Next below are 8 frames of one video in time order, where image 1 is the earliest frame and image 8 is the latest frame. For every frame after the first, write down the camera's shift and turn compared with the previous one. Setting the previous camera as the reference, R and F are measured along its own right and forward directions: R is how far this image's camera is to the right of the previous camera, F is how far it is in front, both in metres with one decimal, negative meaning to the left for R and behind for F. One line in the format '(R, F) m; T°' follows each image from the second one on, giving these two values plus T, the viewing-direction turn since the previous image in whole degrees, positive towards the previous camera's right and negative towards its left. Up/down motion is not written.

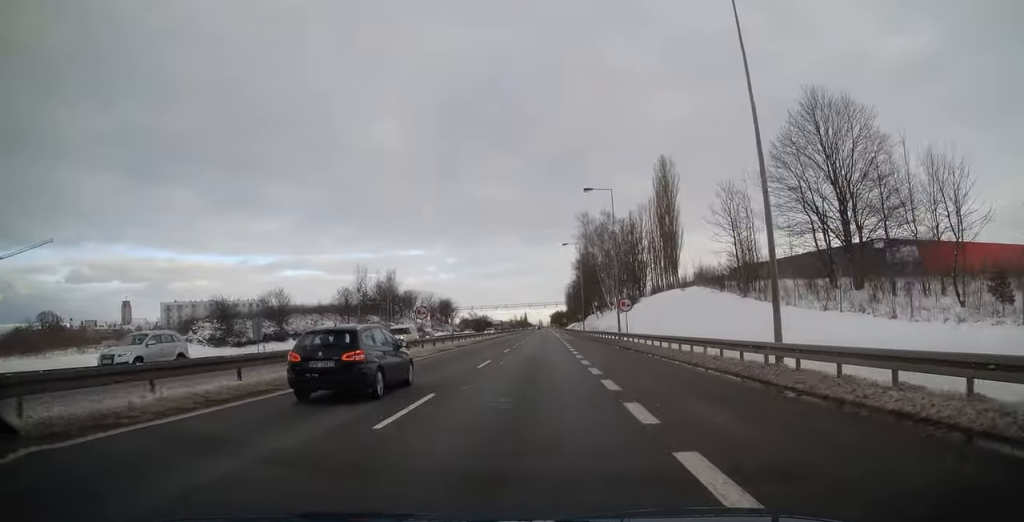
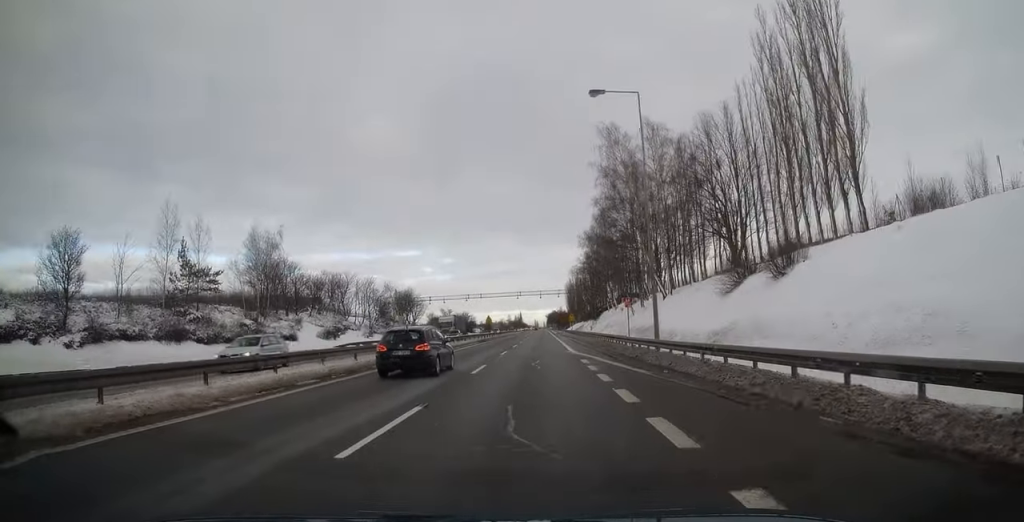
(+0.2, +49.6) m; 0°
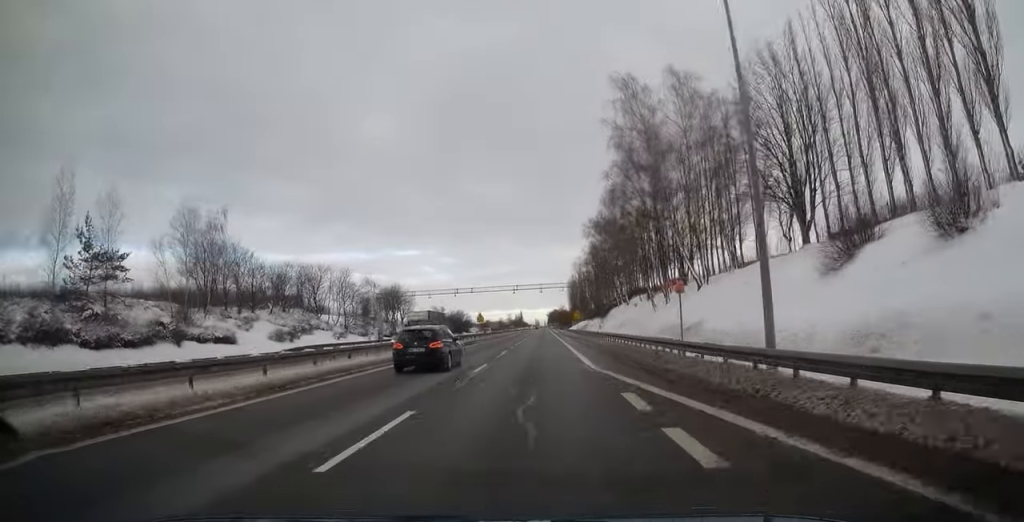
(0.0, +12.8) m; 0°
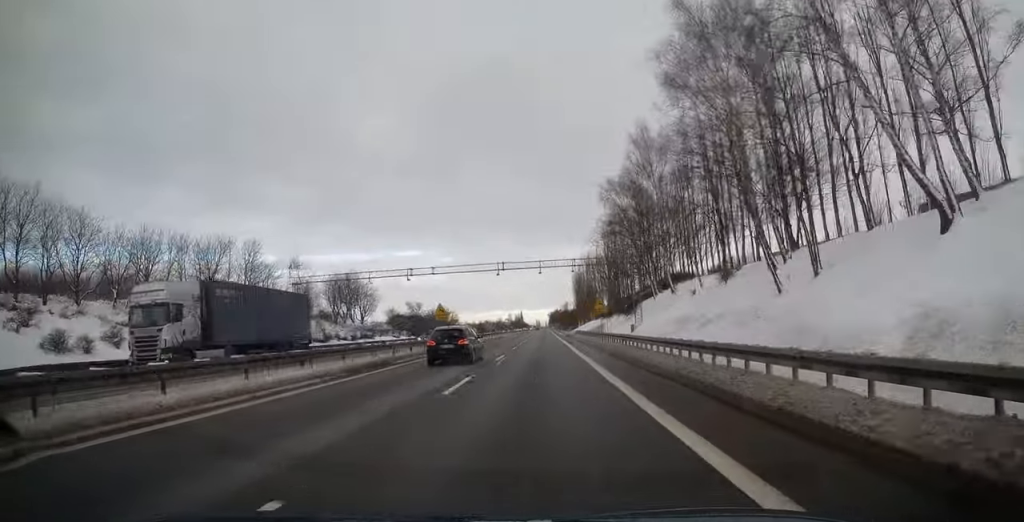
(0.0, +29.3) m; 0°
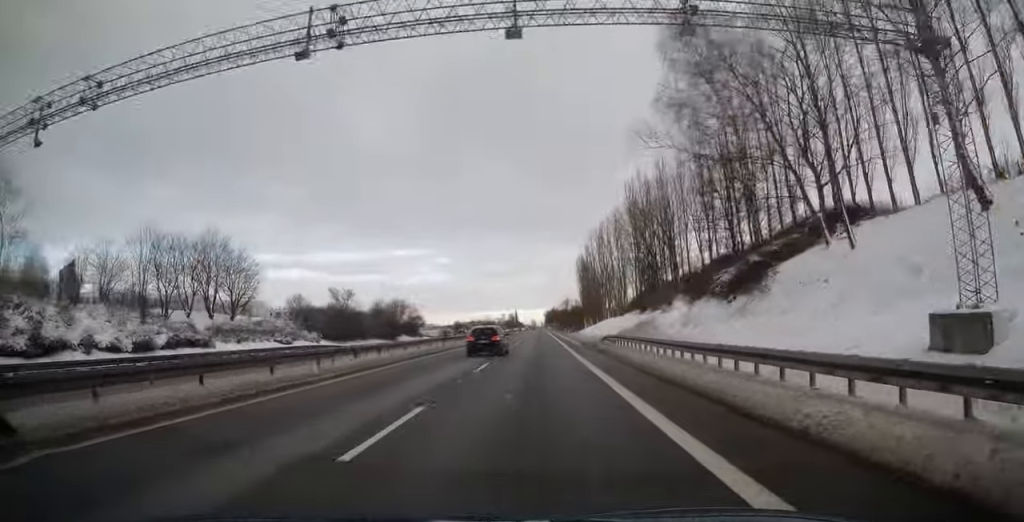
(+0.1, +42.3) m; 0°
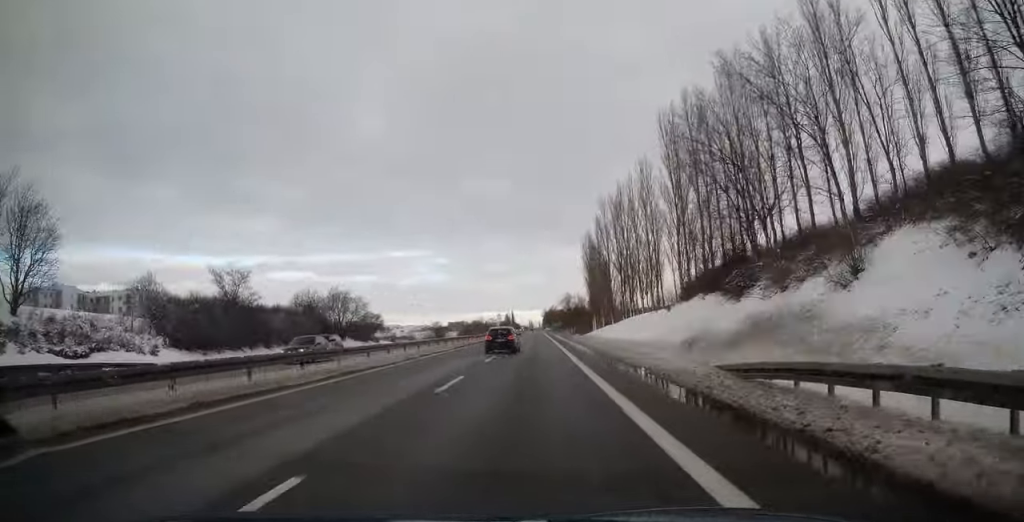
(0.0, +29.0) m; 0°
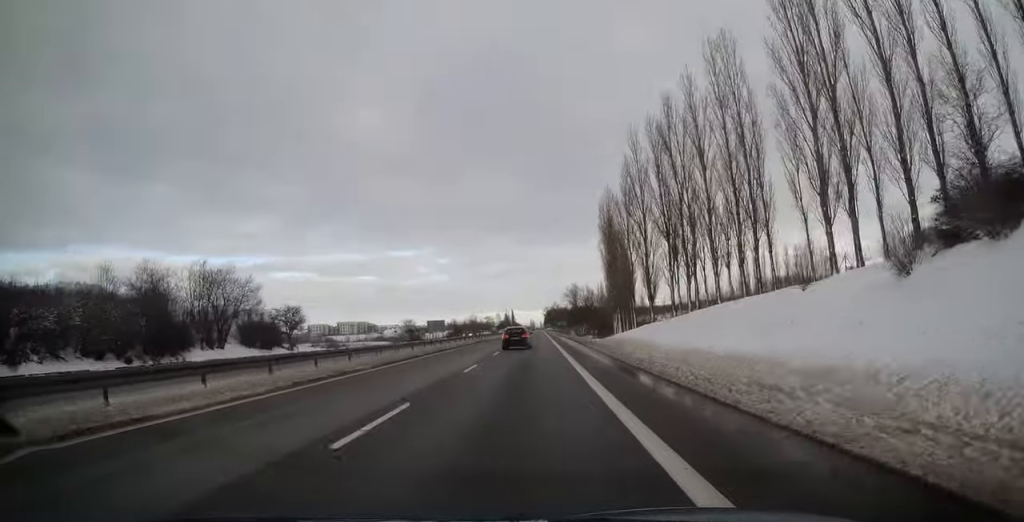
(+0.1, +30.2) m; 0°
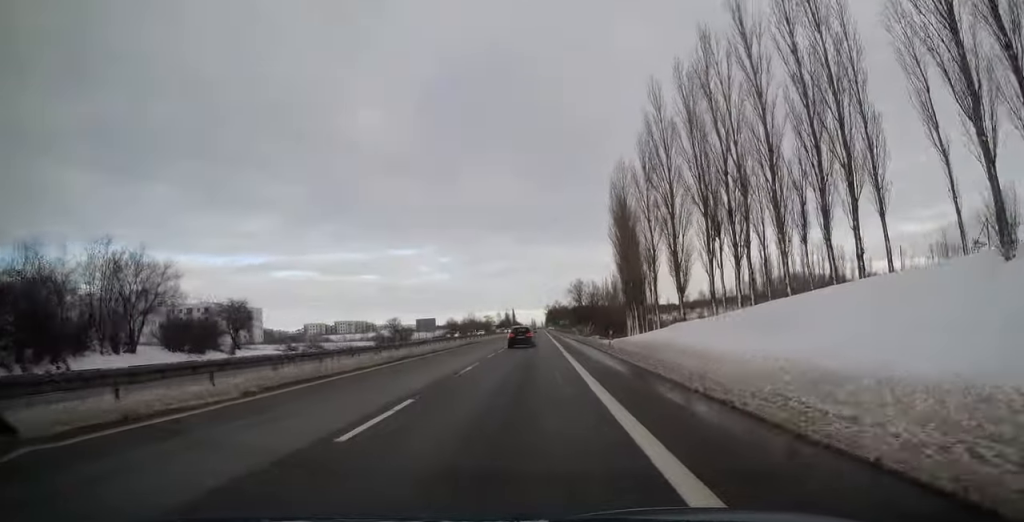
(0.0, +11.6) m; 0°
